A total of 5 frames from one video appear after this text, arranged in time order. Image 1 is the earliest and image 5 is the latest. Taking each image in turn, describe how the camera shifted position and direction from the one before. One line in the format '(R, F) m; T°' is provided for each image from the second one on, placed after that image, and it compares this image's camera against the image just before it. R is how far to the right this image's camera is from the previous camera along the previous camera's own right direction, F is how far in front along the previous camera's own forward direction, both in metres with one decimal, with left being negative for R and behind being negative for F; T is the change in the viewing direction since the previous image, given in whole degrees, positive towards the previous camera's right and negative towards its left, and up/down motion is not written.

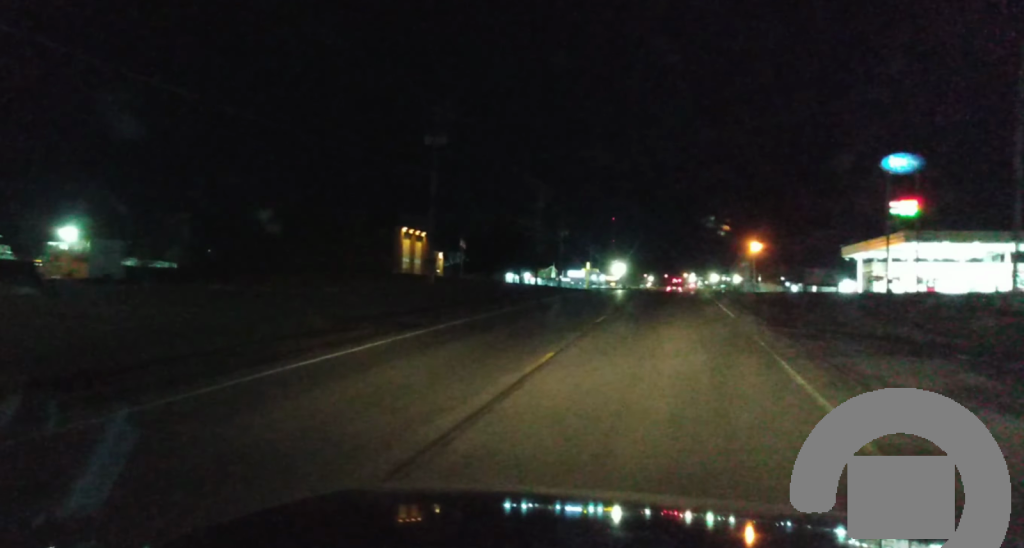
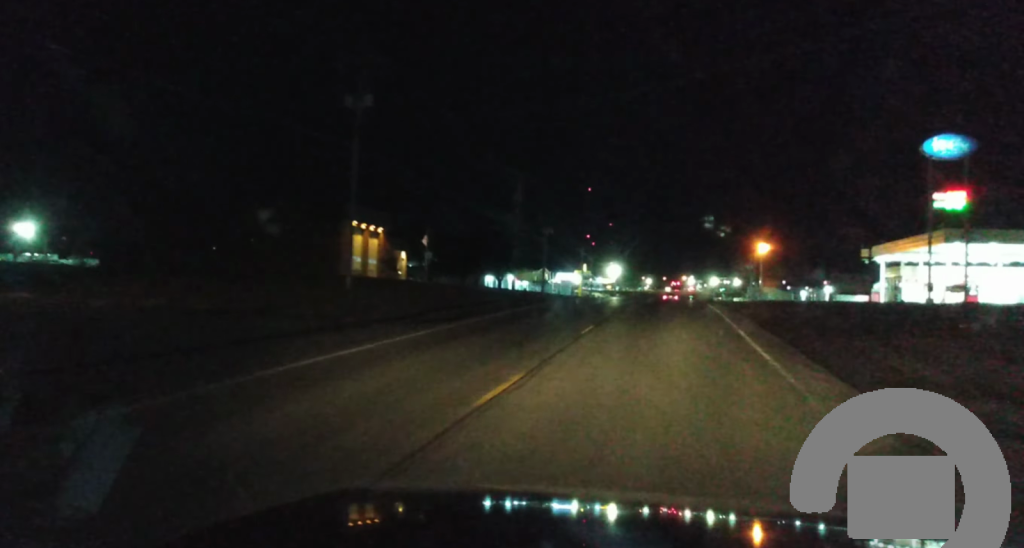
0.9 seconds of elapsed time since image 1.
(+0.2, +15.1) m; +1°
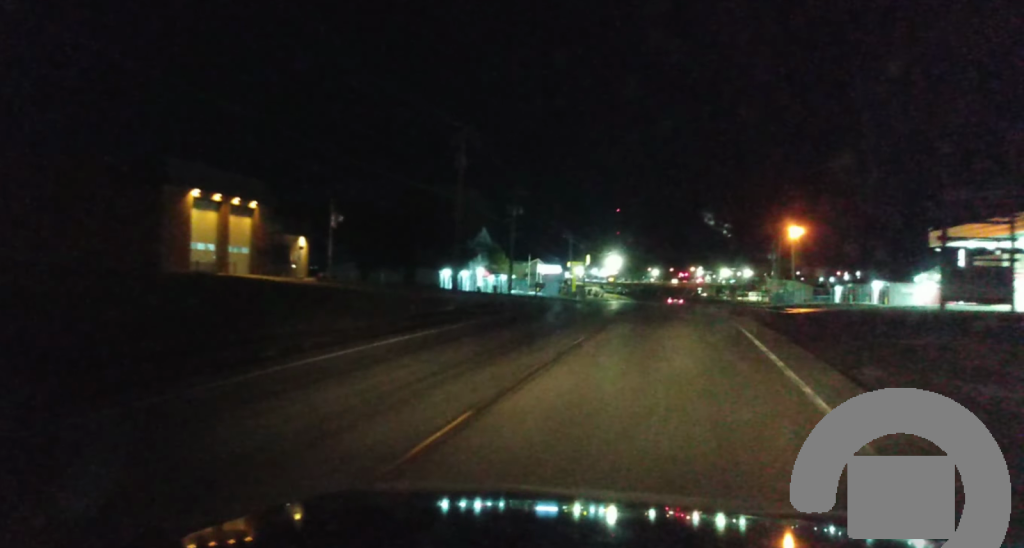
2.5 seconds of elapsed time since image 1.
(+0.1, +27.5) m; -1°
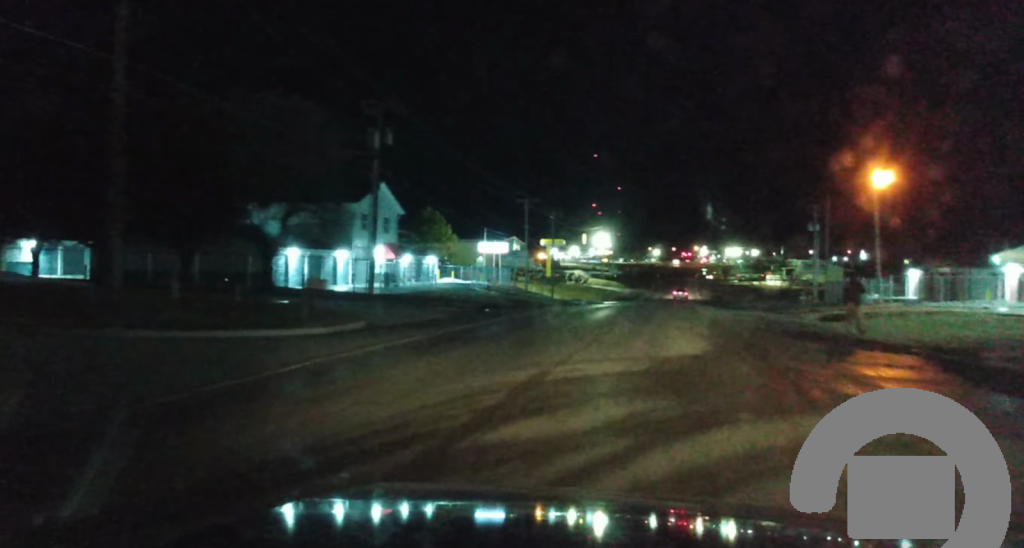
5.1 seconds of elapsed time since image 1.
(-0.5, +43.4) m; 0°
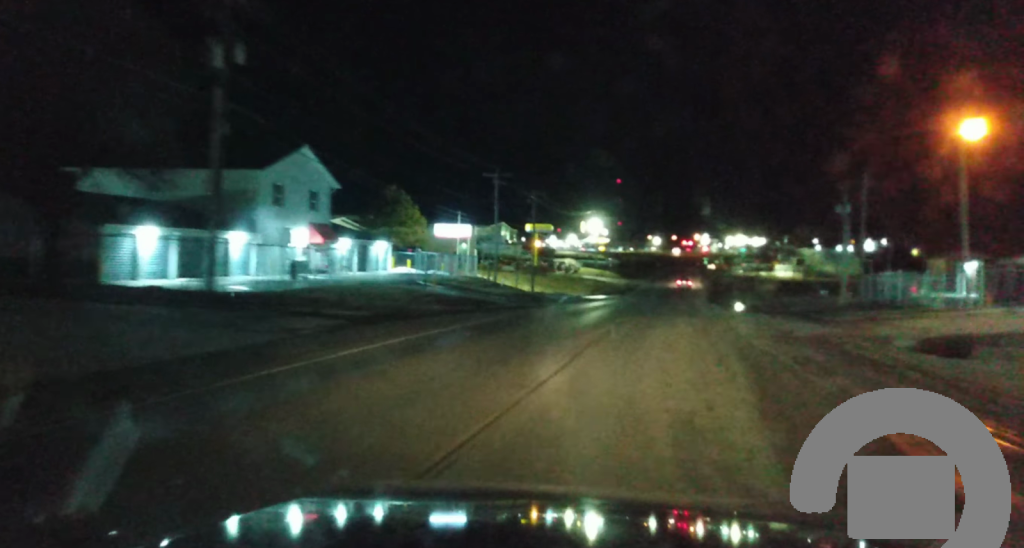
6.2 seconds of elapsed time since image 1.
(+0.4, +17.4) m; +3°
